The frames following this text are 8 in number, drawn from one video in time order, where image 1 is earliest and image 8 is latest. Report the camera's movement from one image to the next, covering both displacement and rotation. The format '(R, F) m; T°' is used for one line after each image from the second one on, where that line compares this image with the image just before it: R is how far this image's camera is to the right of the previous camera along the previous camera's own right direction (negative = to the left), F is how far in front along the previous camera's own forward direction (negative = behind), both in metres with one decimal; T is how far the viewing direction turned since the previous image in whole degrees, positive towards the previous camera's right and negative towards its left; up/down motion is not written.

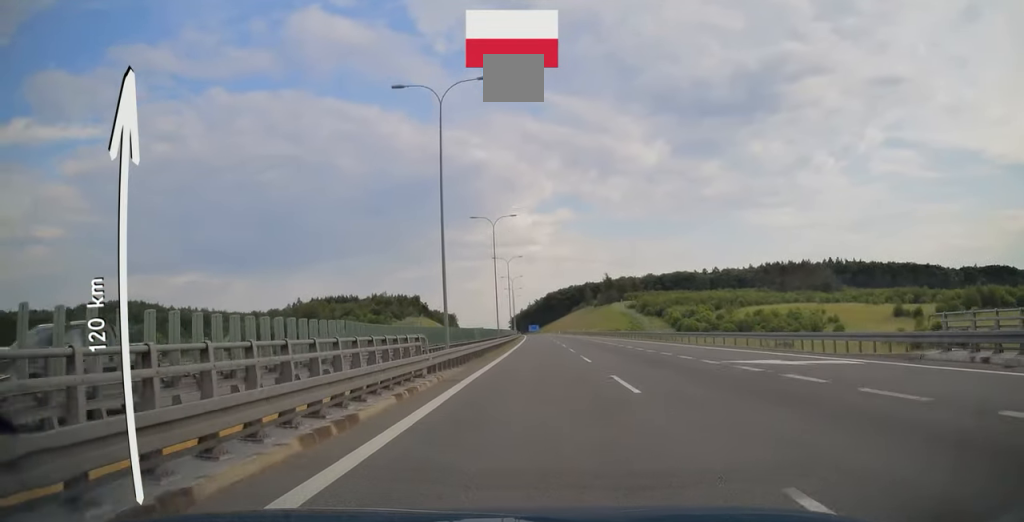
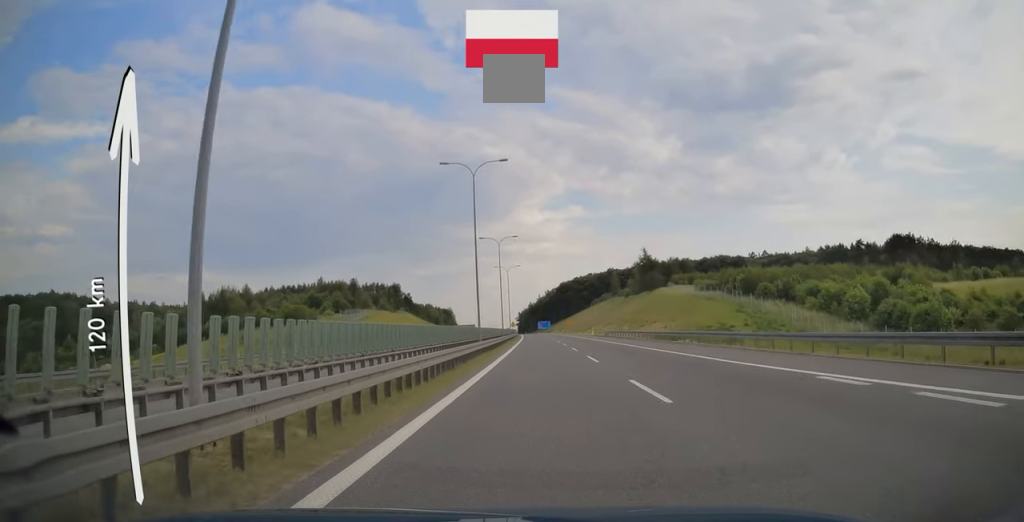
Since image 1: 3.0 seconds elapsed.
(-1.4, +98.2) m; -1°
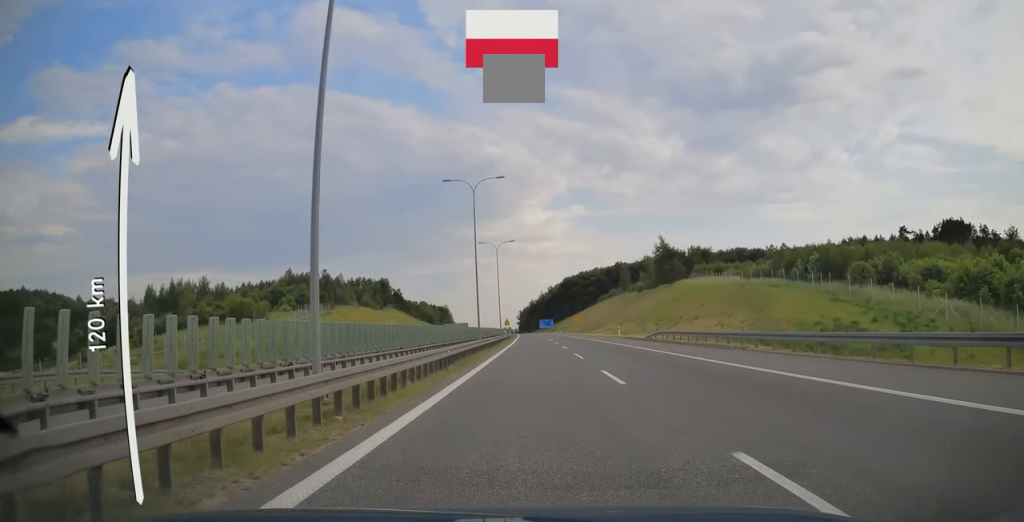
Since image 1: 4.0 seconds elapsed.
(-0.1, +32.8) m; 0°
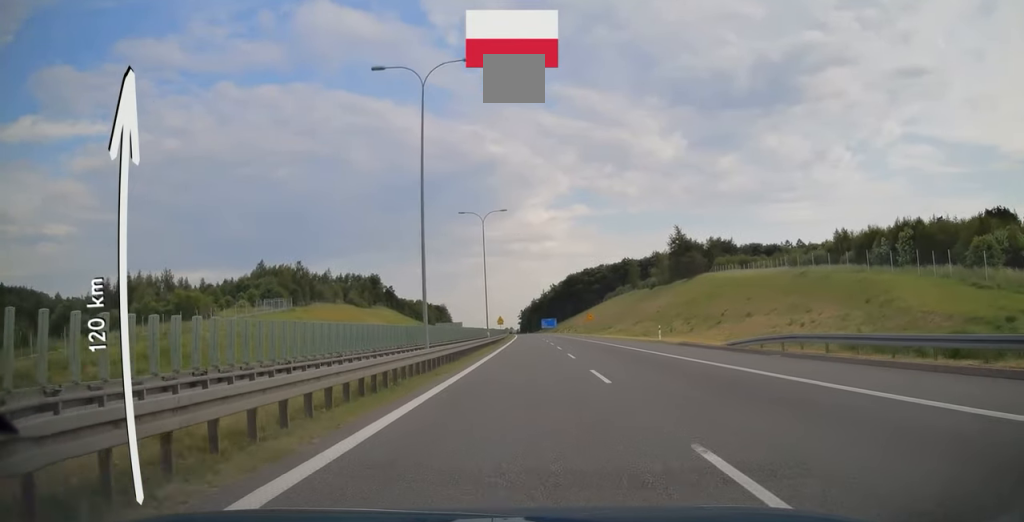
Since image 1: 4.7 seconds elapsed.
(+0.1, +23.5) m; 0°
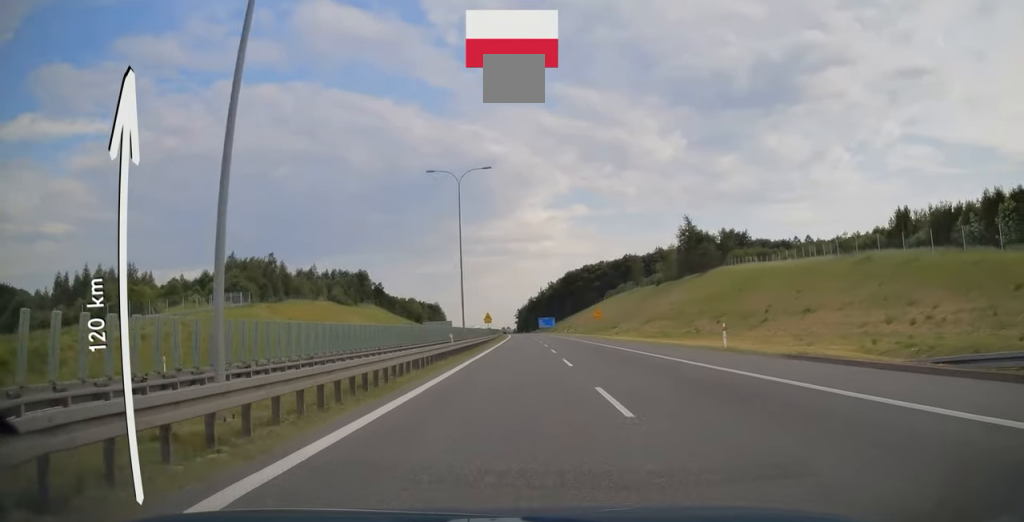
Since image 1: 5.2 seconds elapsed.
(-0.1, +17.5) m; 0°
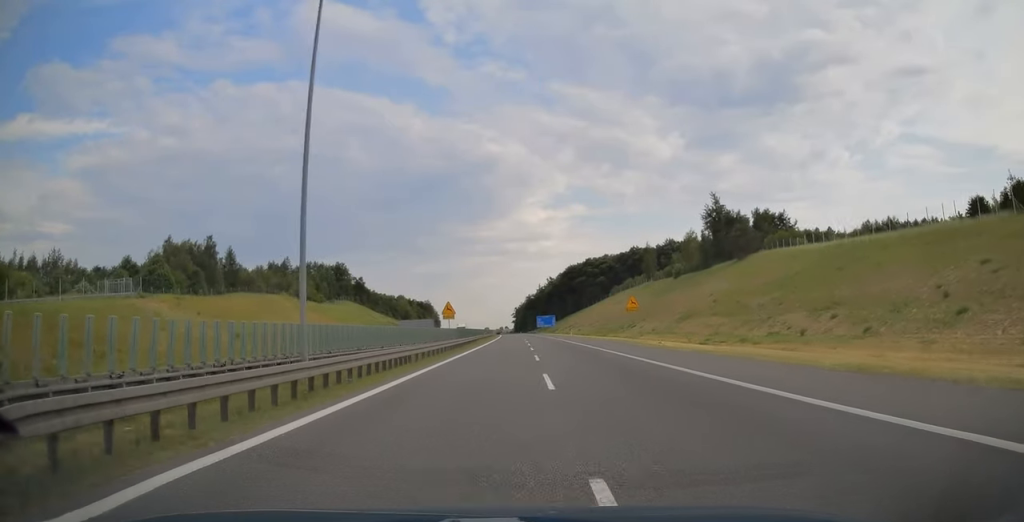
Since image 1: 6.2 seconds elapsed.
(-0.1, +31.7) m; 0°
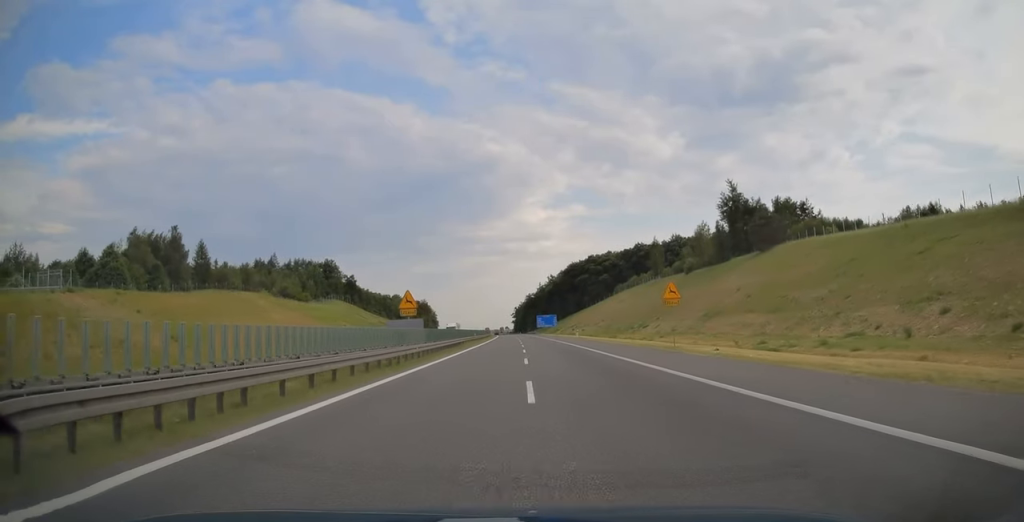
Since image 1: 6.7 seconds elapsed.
(0.0, +14.2) m; 0°
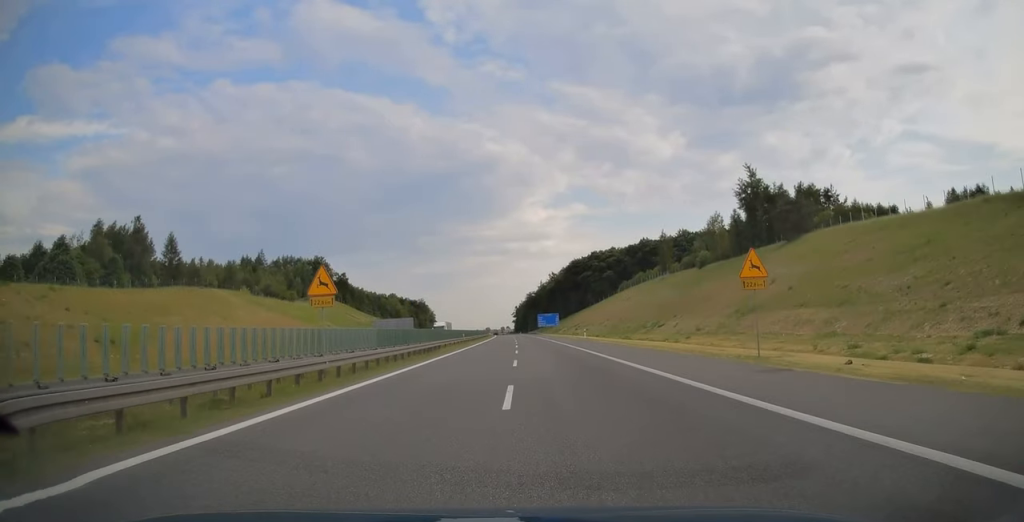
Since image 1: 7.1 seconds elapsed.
(0.0, +13.1) m; 0°
